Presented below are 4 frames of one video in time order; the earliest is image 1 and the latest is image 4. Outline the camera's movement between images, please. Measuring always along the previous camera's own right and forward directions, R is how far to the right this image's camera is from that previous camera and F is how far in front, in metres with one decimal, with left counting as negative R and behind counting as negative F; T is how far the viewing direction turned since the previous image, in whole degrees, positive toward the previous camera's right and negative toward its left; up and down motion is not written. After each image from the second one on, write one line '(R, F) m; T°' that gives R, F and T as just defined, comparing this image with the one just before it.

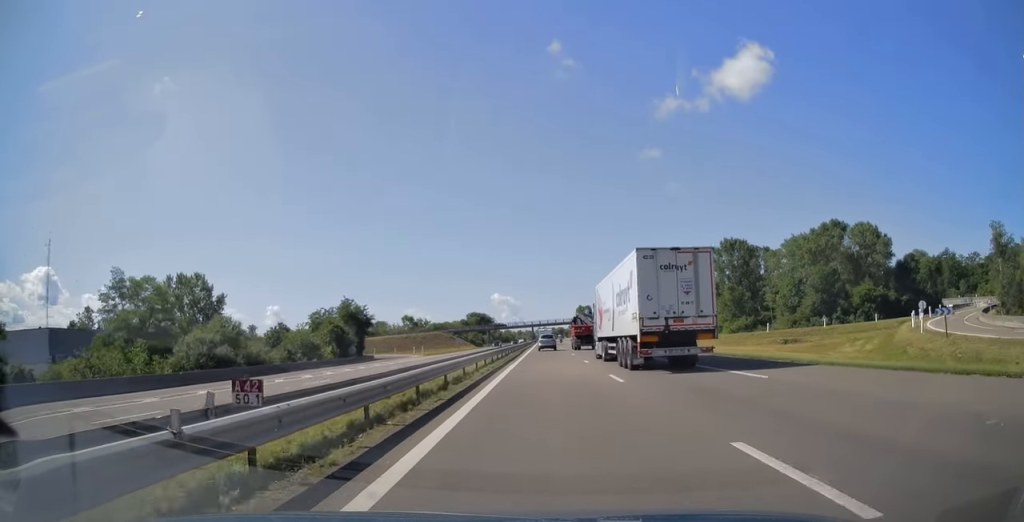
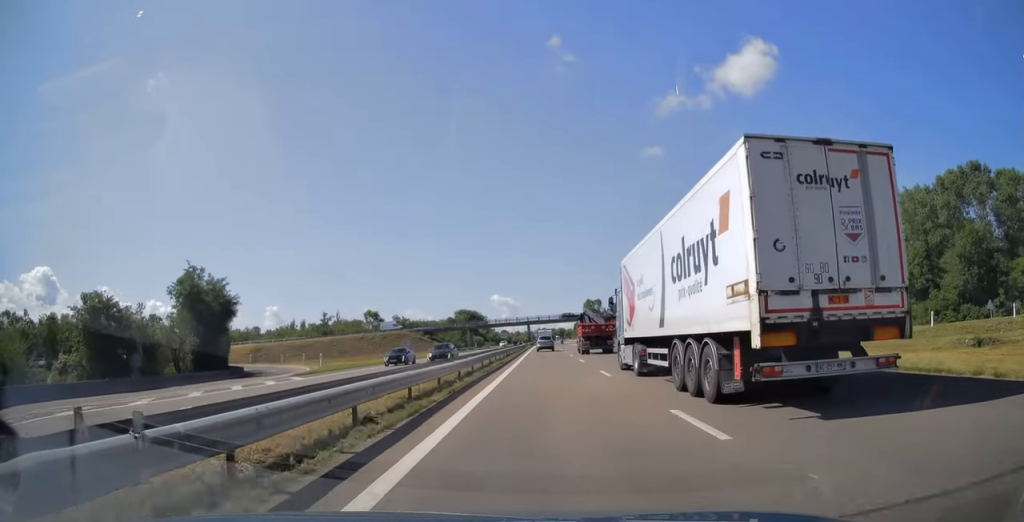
(0.0, +48.6) m; 0°
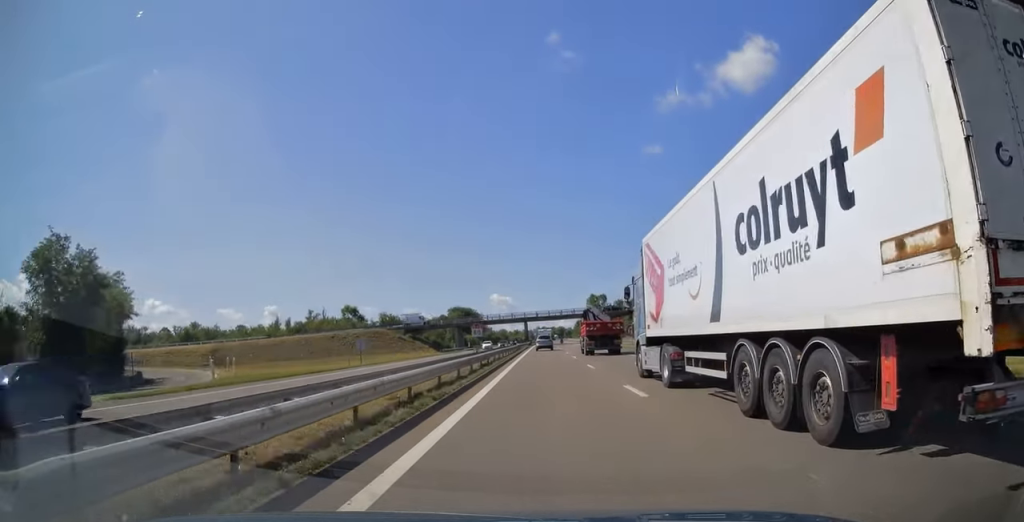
(0.0, +19.9) m; 0°
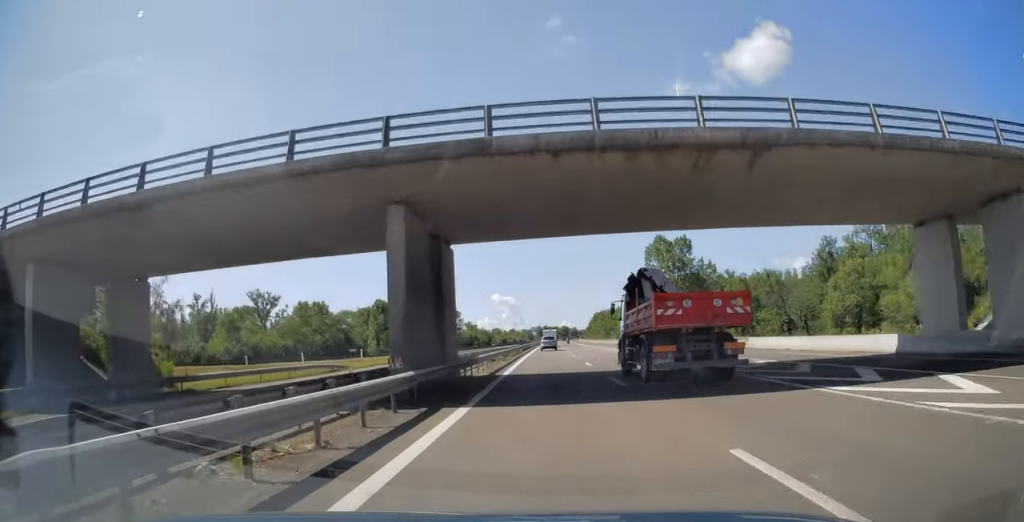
(0.0, +110.1) m; 0°
